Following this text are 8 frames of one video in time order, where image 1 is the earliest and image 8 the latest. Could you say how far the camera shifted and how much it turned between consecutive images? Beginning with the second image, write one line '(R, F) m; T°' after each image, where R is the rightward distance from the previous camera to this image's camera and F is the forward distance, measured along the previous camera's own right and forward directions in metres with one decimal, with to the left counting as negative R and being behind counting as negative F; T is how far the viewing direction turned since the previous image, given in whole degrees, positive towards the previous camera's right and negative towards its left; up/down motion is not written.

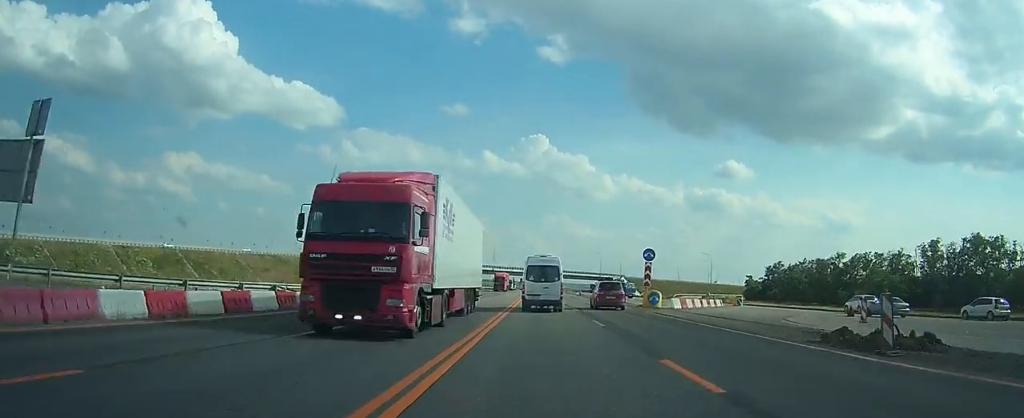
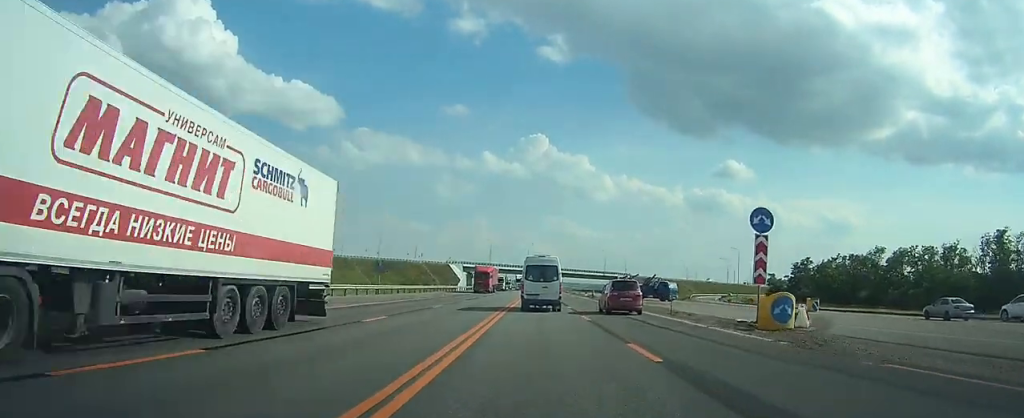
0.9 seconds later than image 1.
(0.0, +21.3) m; 0°
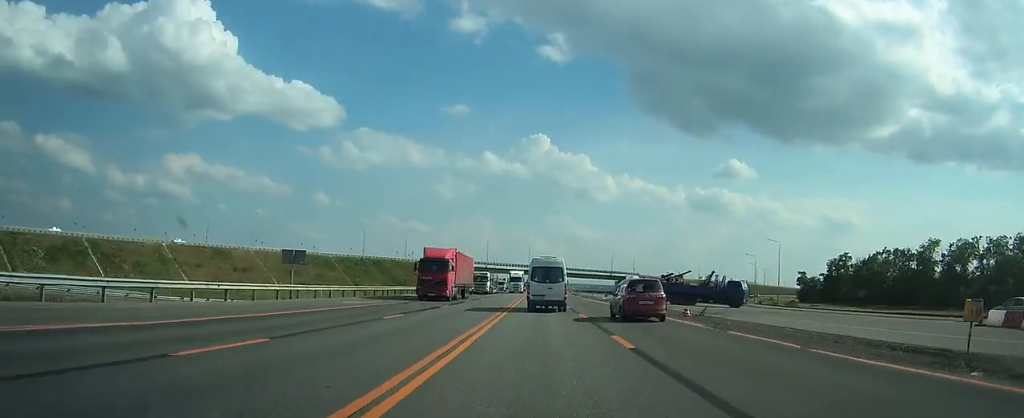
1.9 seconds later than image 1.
(0.0, +21.8) m; 0°
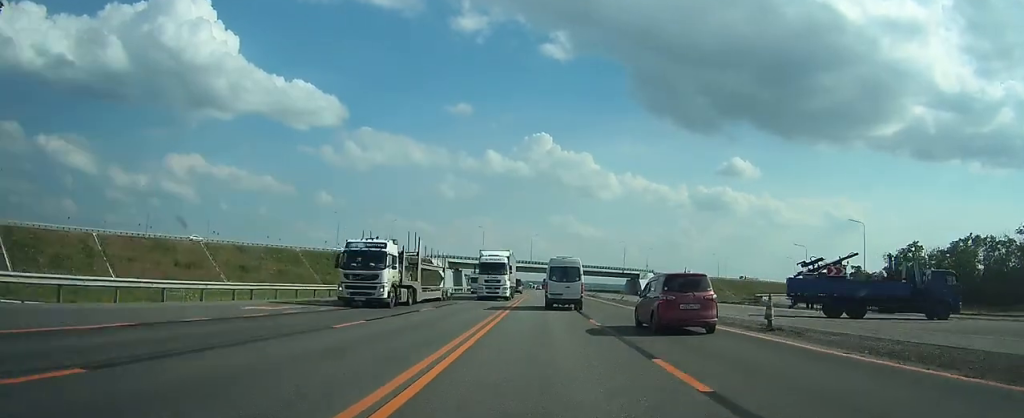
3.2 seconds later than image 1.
(+0.1, +29.3) m; 0°
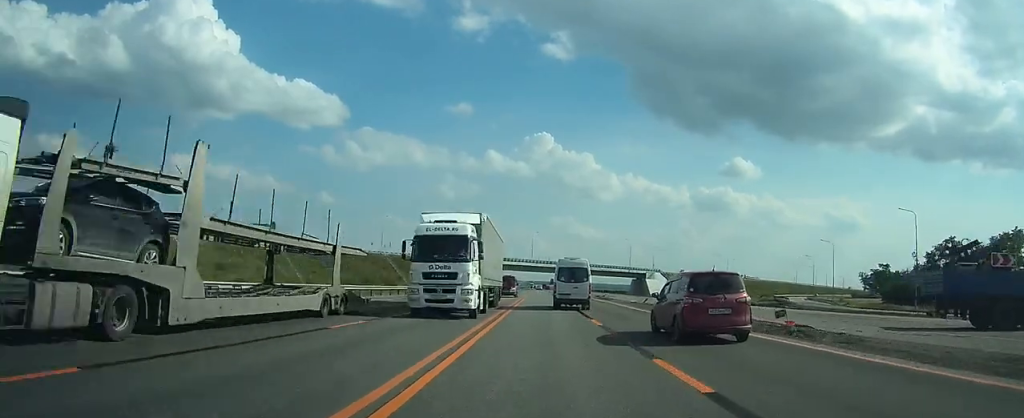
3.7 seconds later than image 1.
(0.0, +12.0) m; 0°
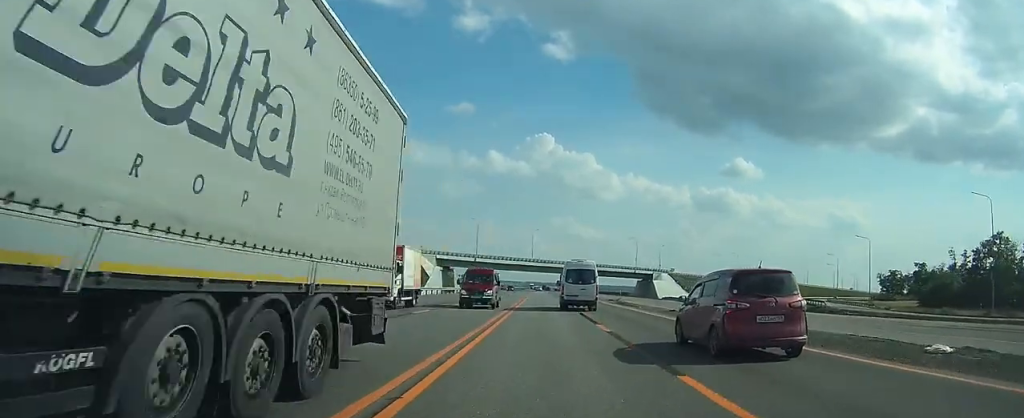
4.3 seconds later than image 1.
(-0.1, +13.6) m; 0°
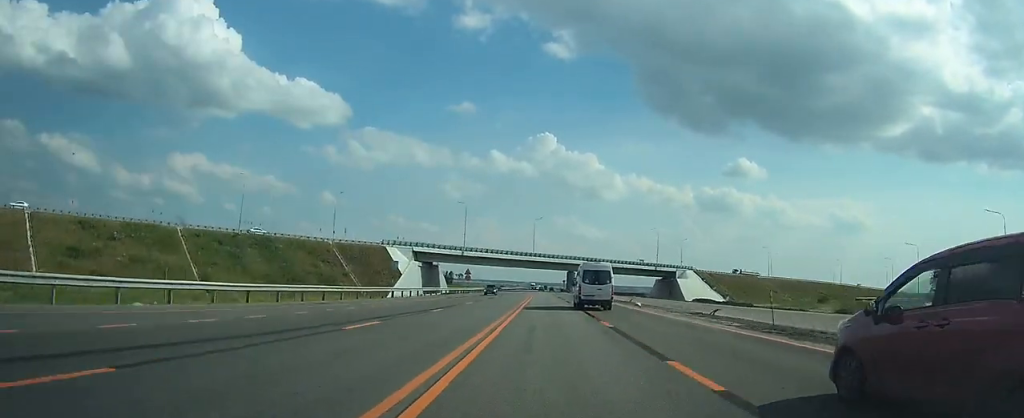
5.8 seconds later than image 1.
(-0.2, +33.6) m; 0°
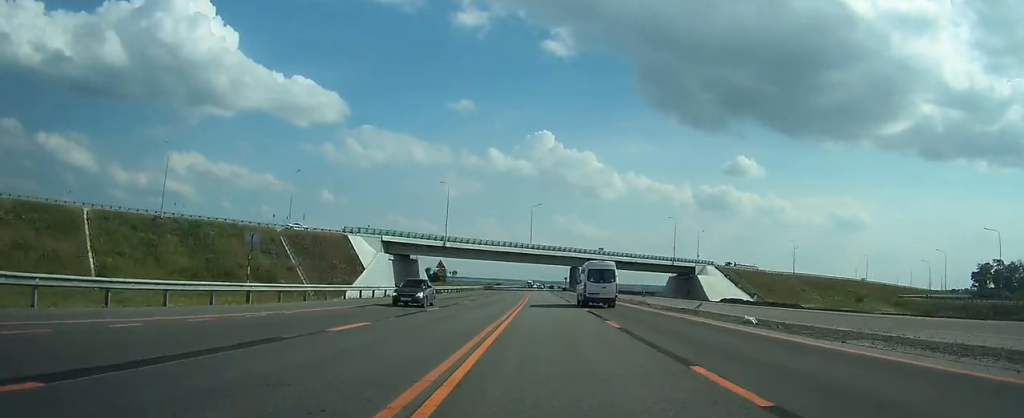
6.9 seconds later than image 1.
(+0.1, +24.9) m; 0°
